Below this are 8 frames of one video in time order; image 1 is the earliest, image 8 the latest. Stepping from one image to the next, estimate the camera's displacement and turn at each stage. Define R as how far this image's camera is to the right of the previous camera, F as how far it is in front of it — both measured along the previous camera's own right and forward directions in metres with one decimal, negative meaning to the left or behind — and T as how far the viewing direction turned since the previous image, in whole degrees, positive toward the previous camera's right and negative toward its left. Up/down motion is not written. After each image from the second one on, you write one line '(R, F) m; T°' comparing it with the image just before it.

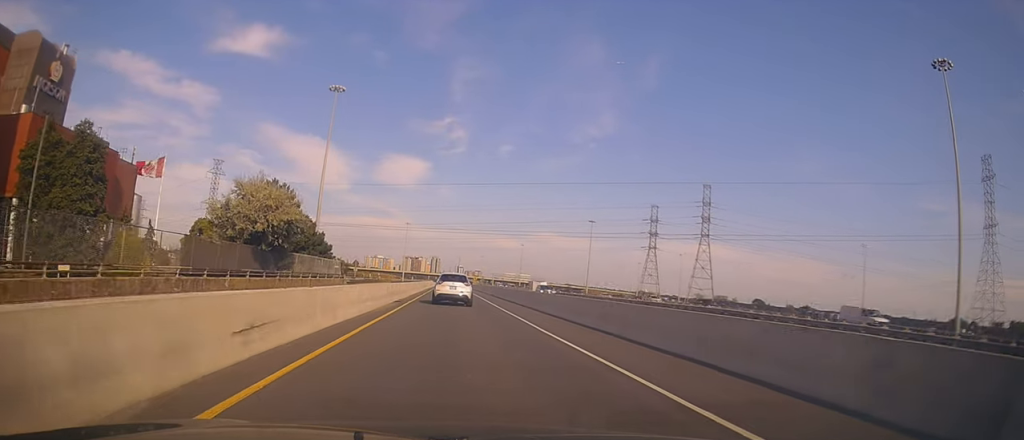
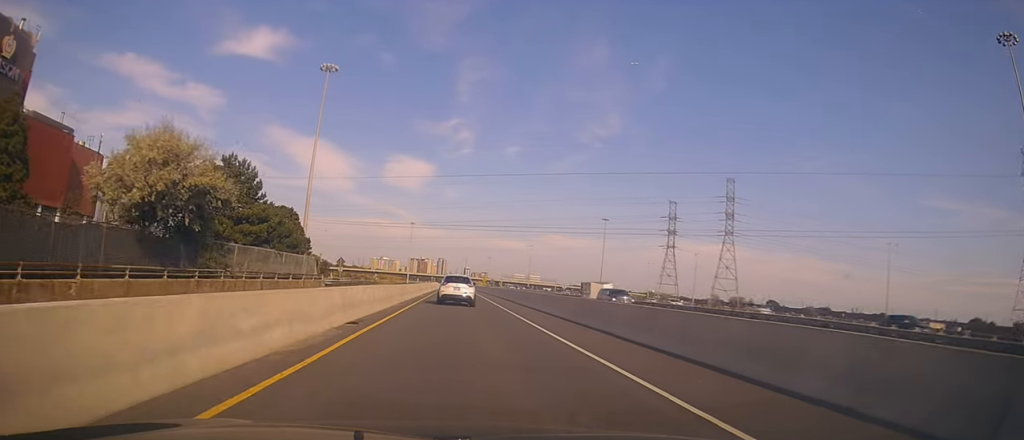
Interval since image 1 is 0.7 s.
(0.0, +14.0) m; 0°
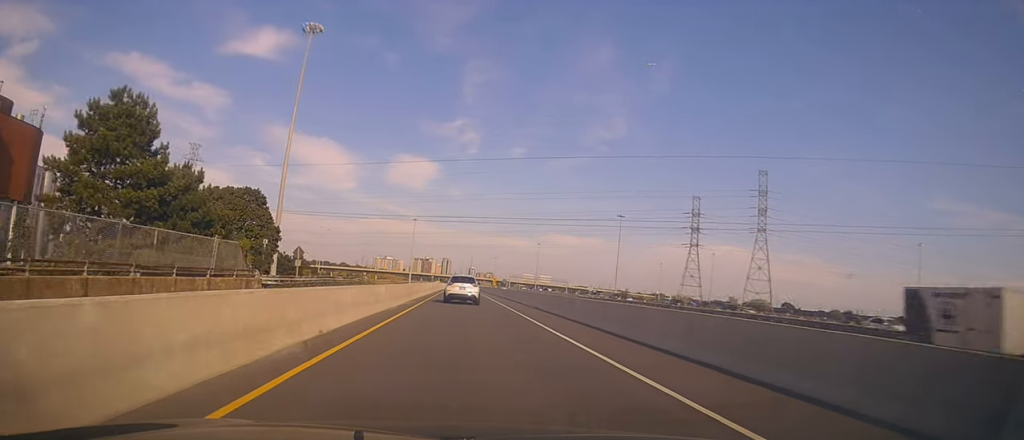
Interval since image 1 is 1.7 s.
(0.0, +18.3) m; 0°
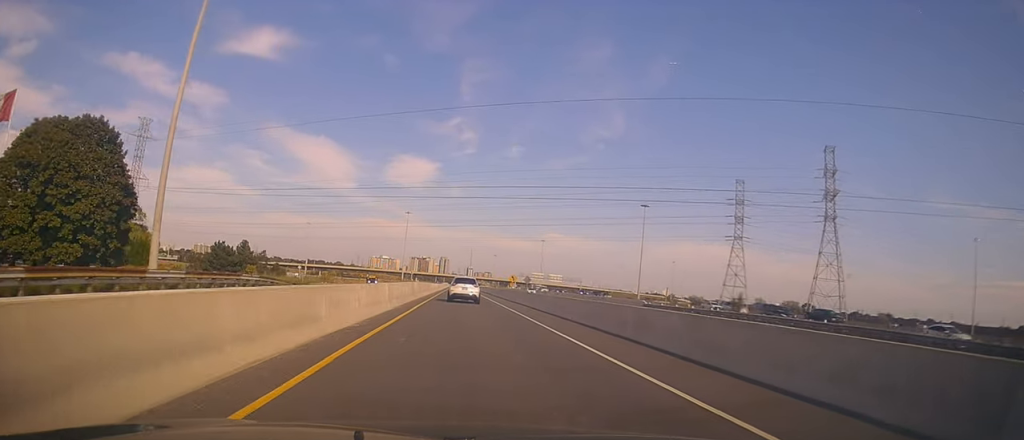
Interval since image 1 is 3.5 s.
(0.0, +35.3) m; -3°
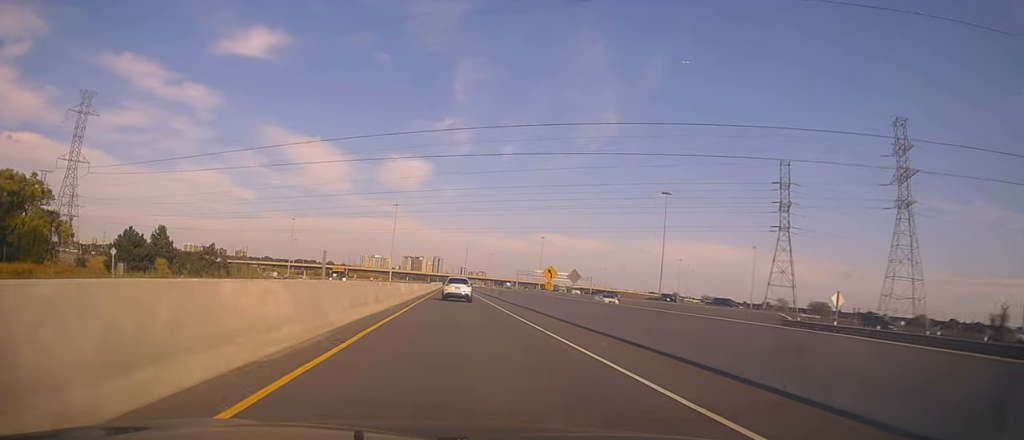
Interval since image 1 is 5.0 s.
(-0.5, +29.3) m; +2°
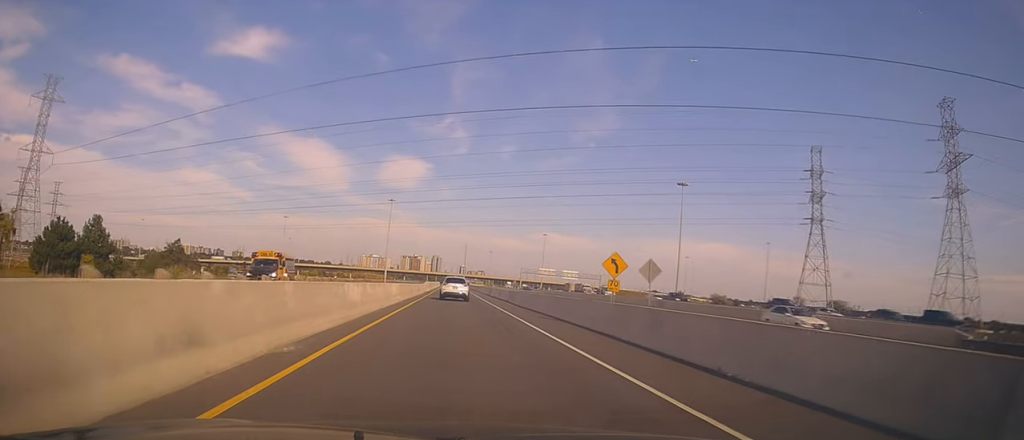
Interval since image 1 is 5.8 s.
(+0.4, +15.1) m; +1°
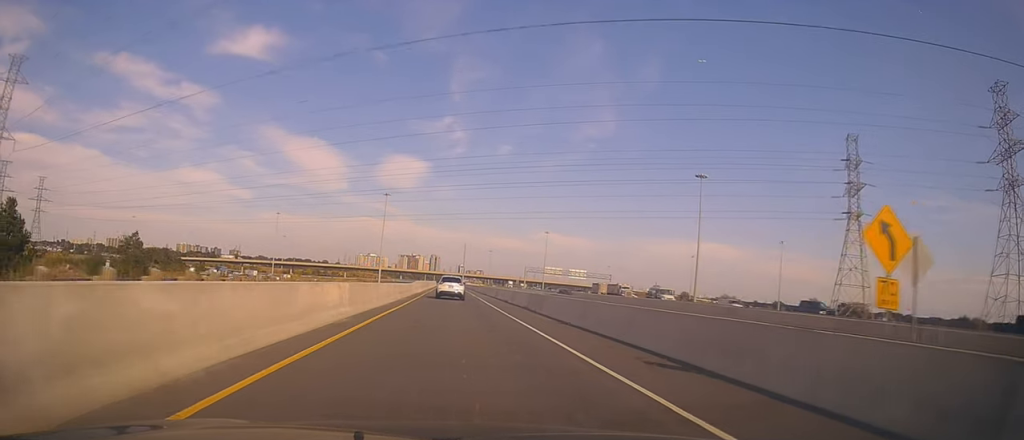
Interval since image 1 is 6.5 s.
(+0.2, +14.7) m; -1°
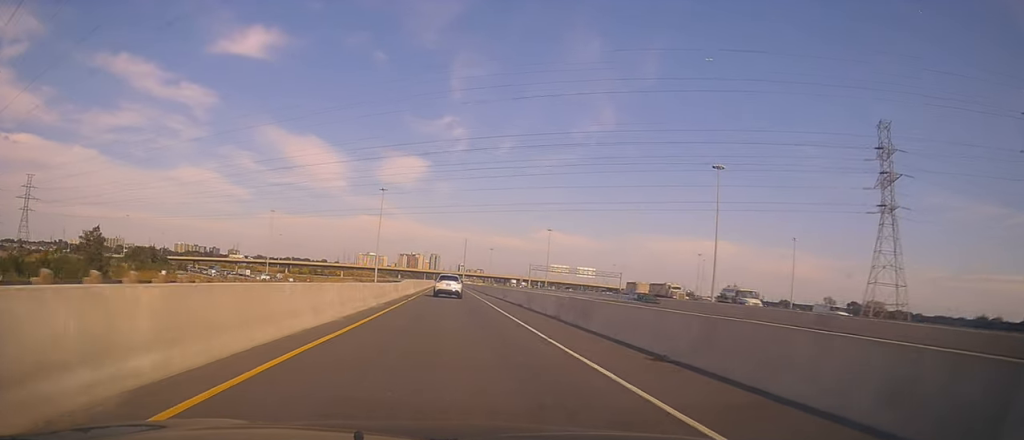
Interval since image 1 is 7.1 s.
(-0.3, +11.6) m; 0°
